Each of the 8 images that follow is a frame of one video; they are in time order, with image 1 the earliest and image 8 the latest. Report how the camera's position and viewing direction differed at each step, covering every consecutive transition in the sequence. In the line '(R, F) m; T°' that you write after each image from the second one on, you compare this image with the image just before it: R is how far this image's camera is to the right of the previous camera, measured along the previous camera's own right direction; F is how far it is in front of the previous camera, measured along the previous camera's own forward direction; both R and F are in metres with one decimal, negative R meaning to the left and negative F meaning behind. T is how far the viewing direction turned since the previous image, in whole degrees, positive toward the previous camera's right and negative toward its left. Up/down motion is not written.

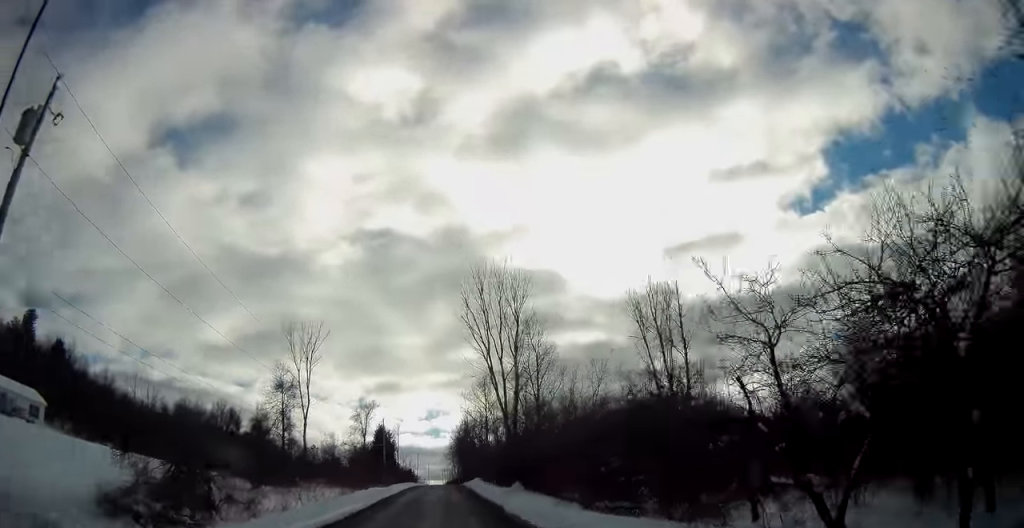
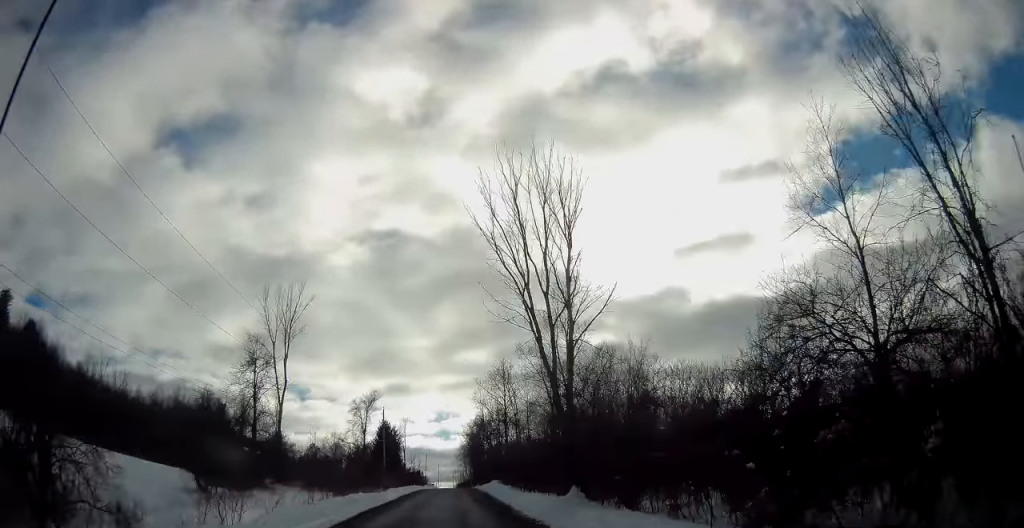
(+0.1, +13.6) m; 0°
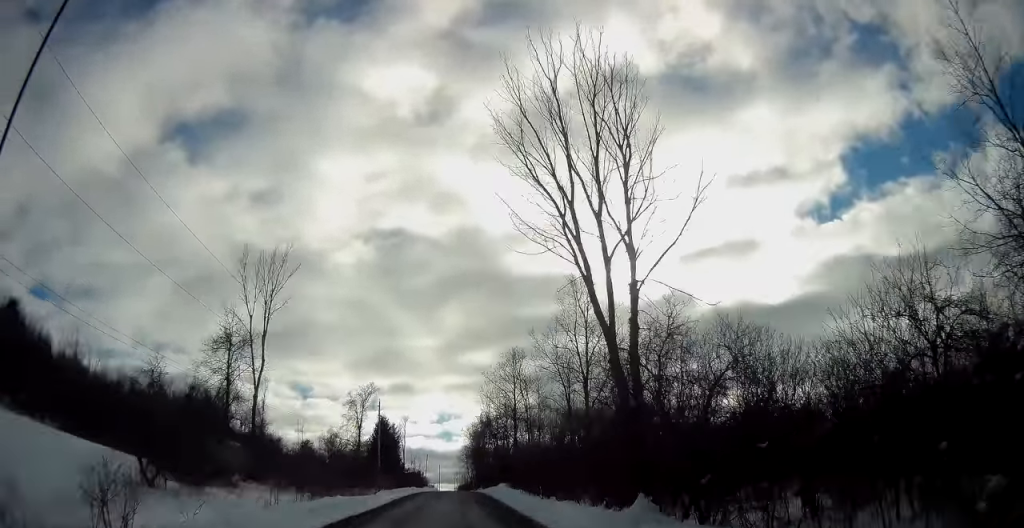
(+0.1, +7.7) m; 0°
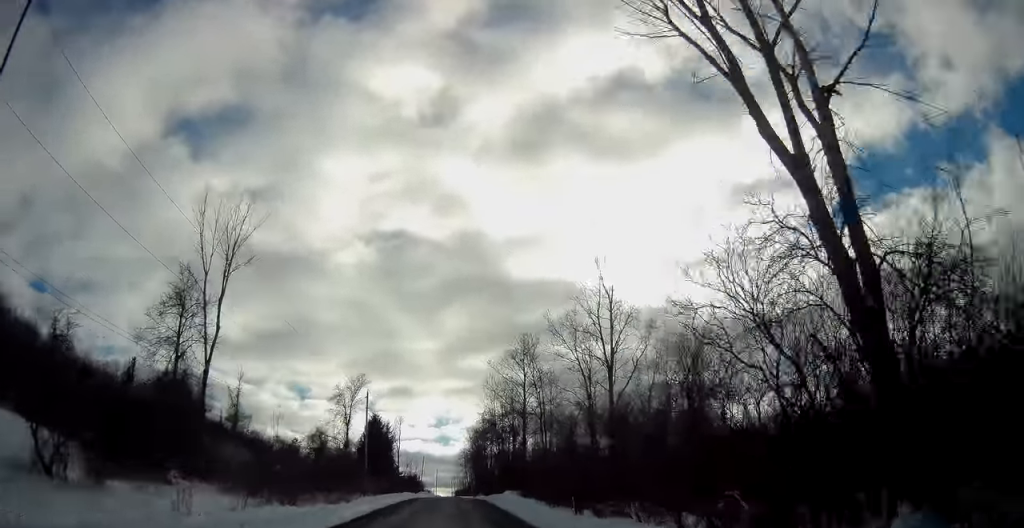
(-0.1, +9.6) m; -1°
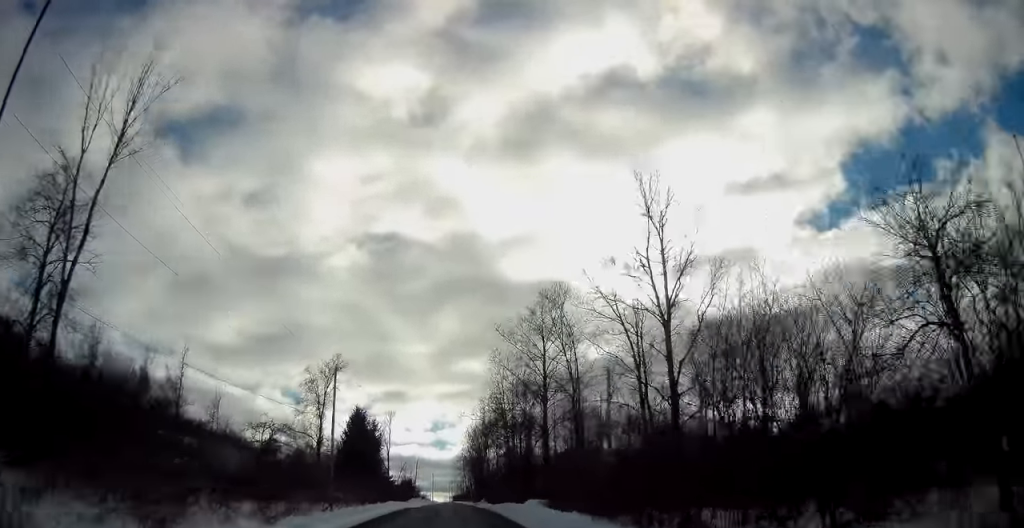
(-0.3, +15.3) m; -1°
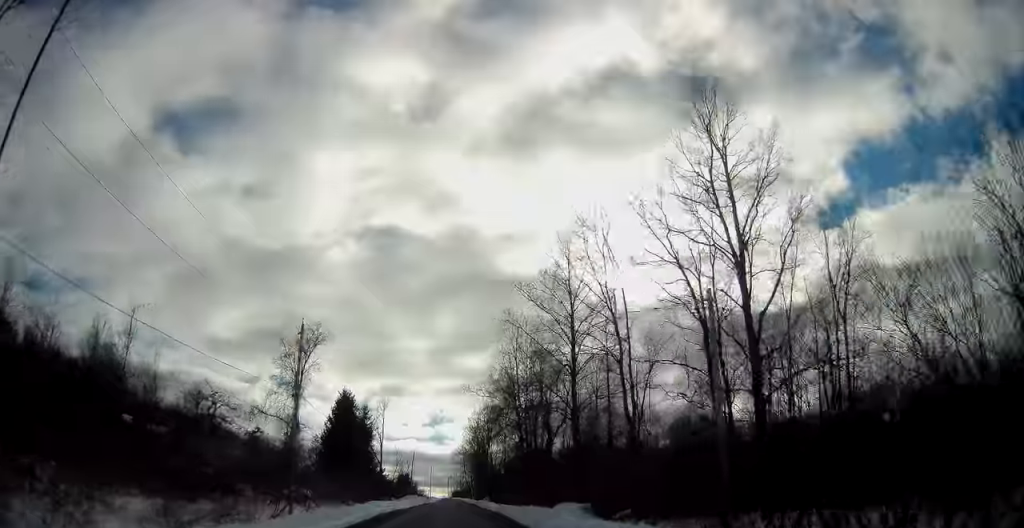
(0.0, +10.6) m; +1°
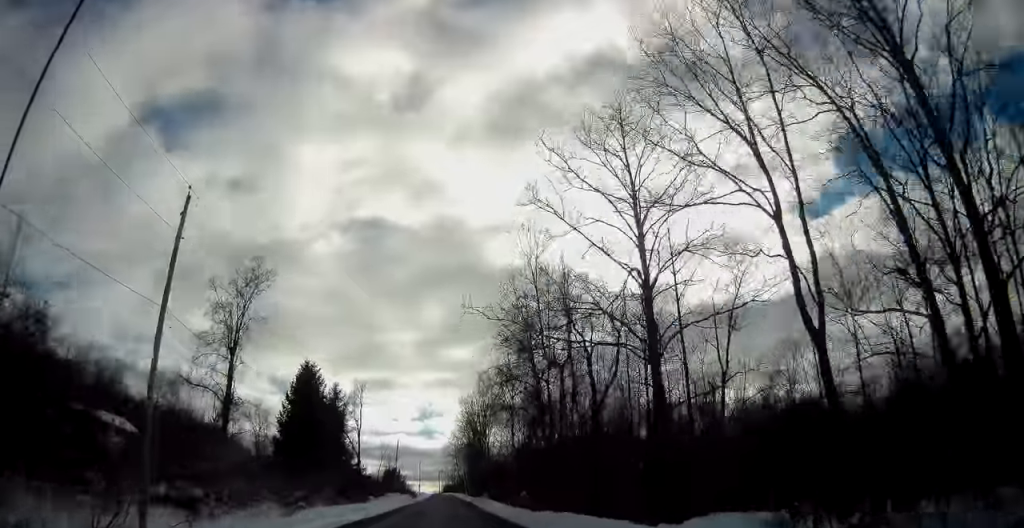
(+0.2, +15.4) m; +1°
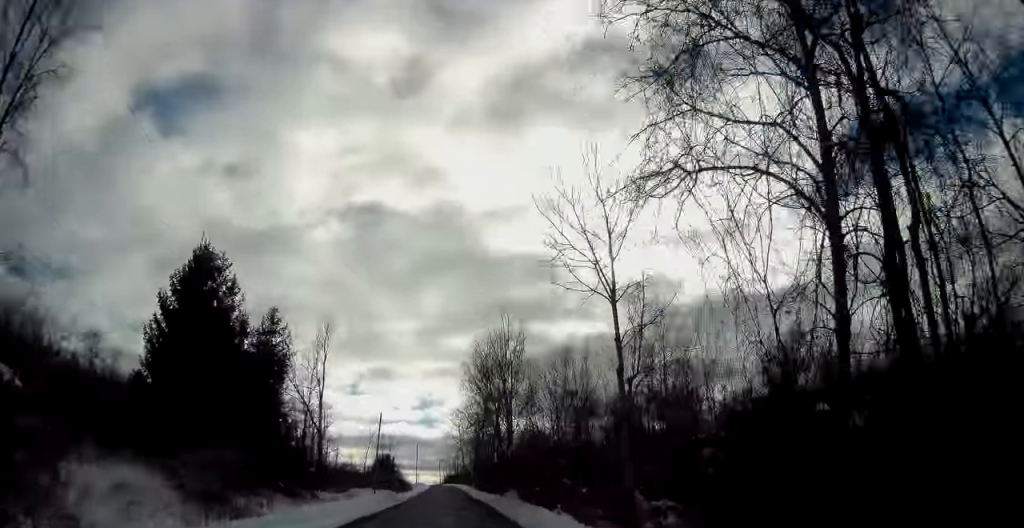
(+0.1, +27.9) m; 0°
